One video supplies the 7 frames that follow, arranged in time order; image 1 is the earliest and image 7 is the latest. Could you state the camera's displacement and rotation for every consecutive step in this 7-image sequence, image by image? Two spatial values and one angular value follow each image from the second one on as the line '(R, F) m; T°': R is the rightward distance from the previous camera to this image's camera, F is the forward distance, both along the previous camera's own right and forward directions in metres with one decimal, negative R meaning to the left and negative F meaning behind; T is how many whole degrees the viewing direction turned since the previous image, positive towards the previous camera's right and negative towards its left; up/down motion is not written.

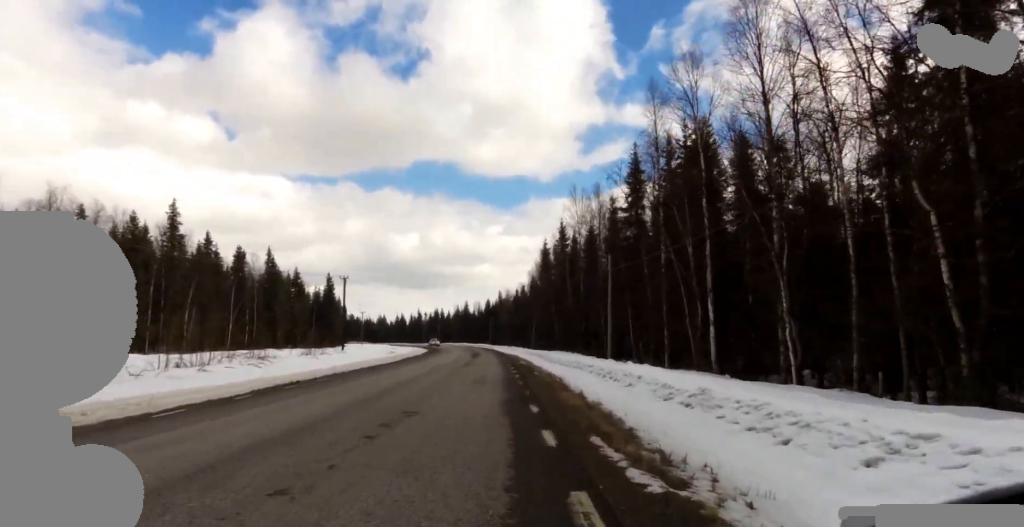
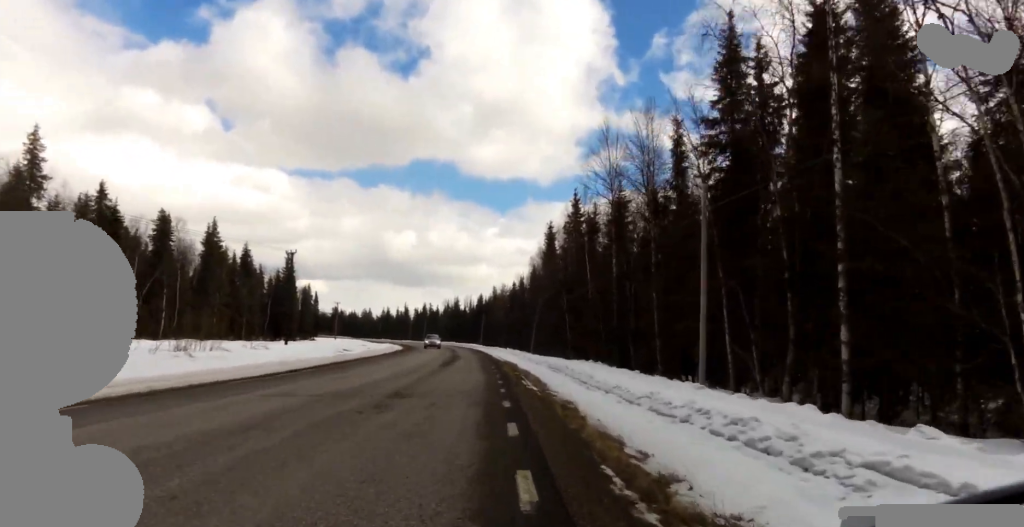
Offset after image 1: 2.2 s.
(-2.4, +16.9) m; -4°
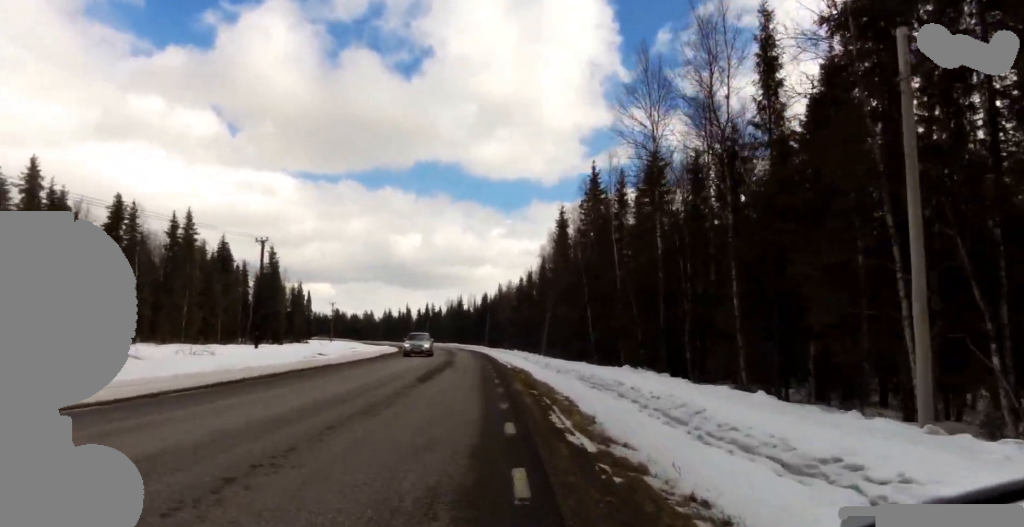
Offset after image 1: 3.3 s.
(+1.0, +8.9) m; 0°
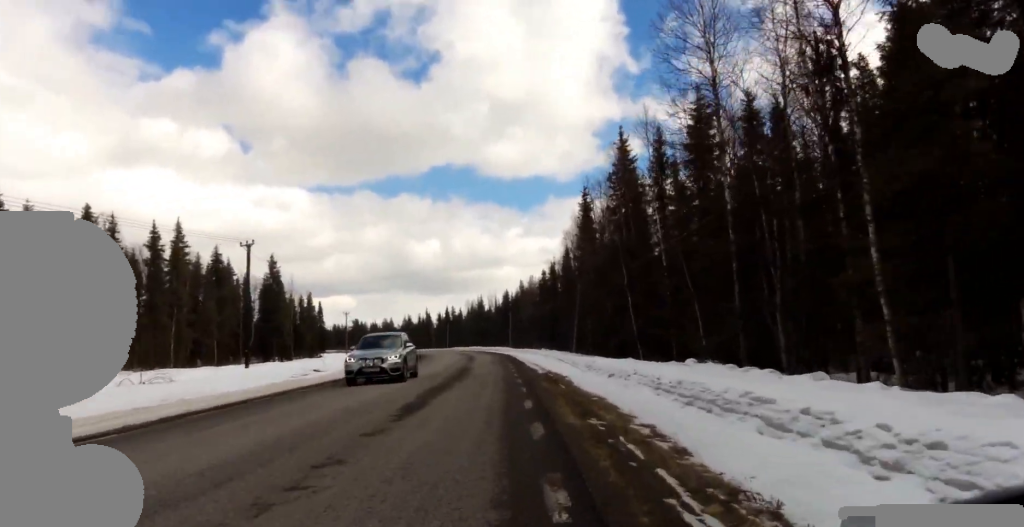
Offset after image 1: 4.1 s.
(-0.4, +6.1) m; -5°
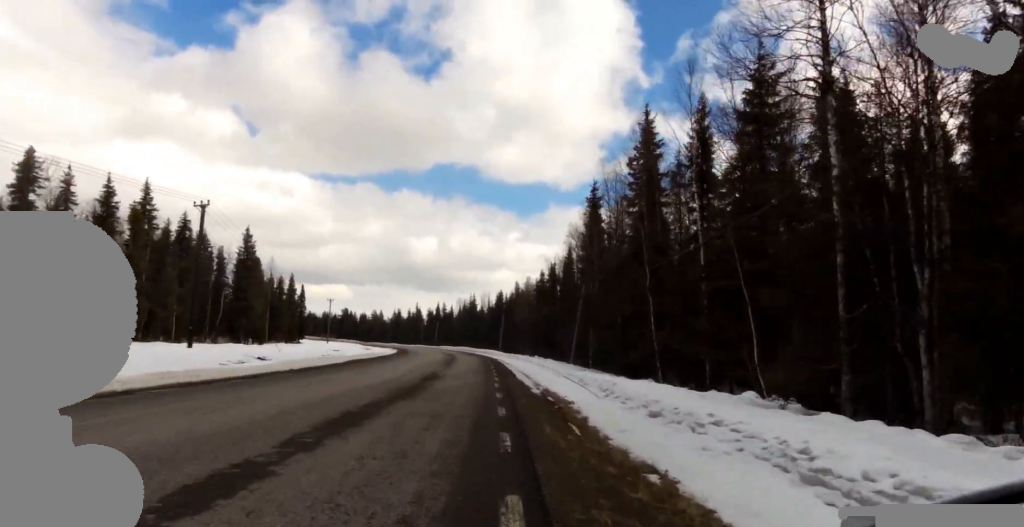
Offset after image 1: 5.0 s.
(-0.7, +6.4) m; 0°
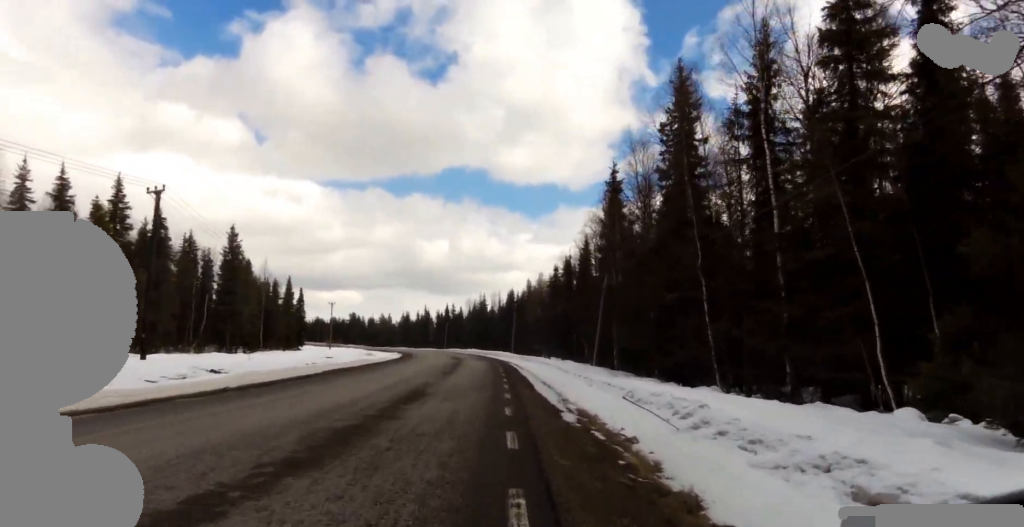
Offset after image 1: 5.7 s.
(+1.1, +5.7) m; 0°
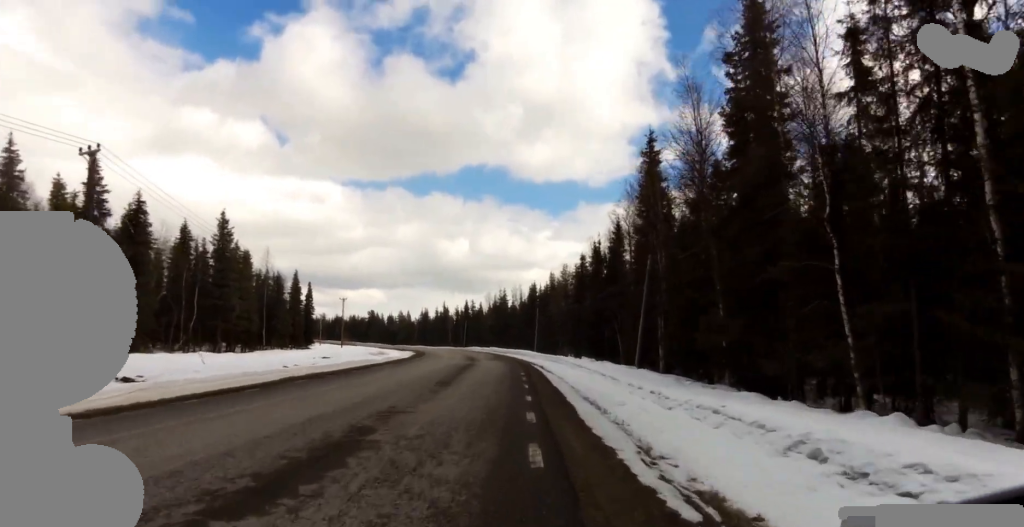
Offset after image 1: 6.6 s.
(-1.1, +6.9) m; -1°
